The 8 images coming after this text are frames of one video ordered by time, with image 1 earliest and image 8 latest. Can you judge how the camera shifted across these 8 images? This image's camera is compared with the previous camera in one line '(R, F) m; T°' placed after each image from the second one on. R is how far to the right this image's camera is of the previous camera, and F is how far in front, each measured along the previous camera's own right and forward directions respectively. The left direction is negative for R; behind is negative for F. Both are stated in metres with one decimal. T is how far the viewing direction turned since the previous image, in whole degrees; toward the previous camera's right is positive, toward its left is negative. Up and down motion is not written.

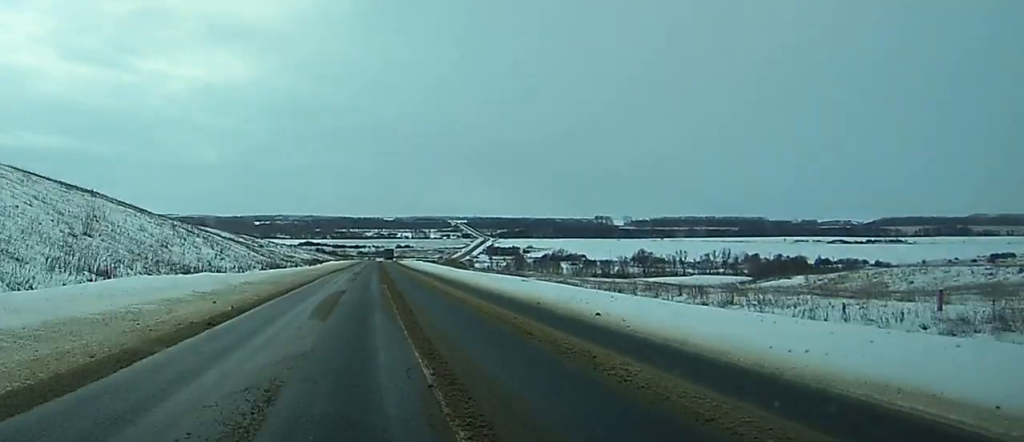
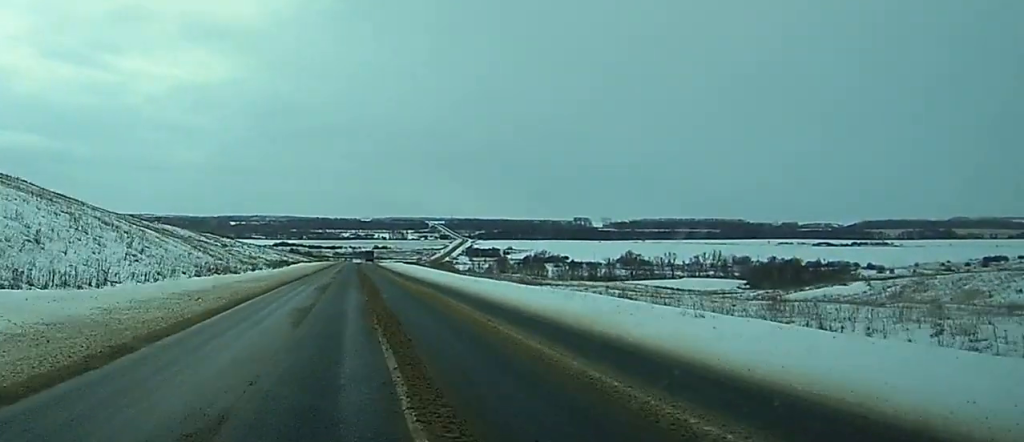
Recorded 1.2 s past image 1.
(+0.2, +22.1) m; +1°
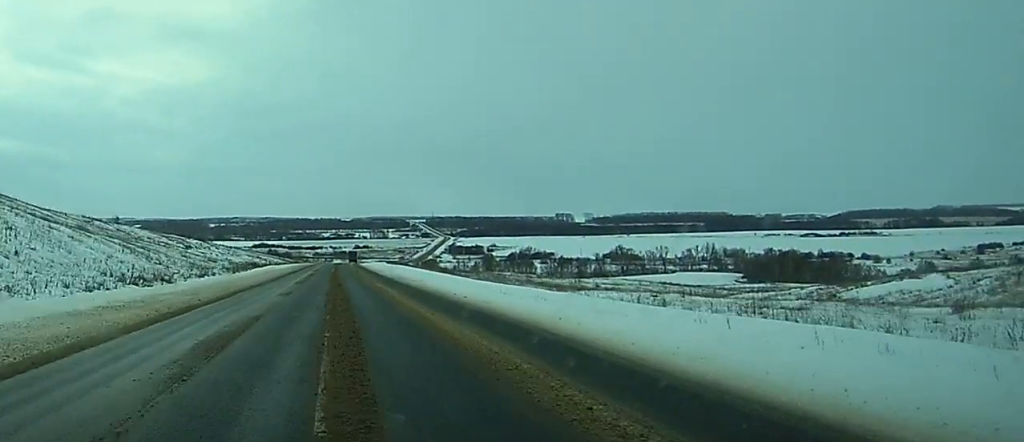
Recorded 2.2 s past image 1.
(+0.2, +19.6) m; +1°
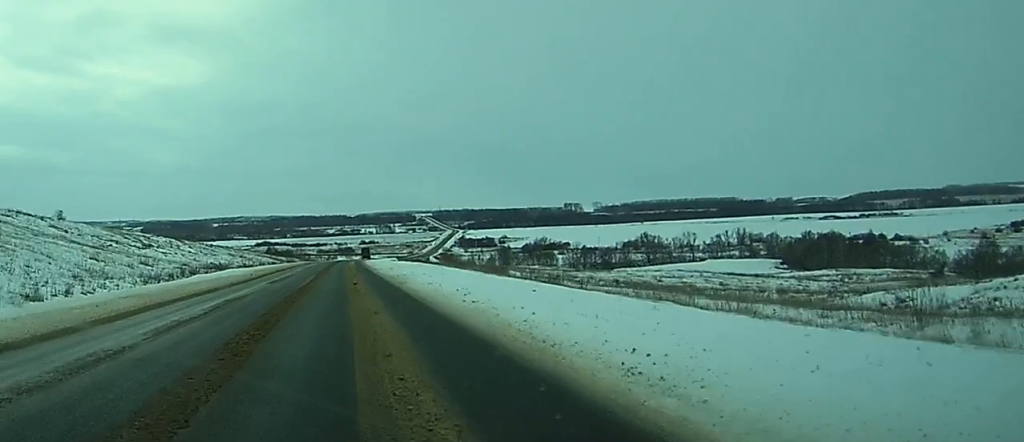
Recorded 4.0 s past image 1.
(+0.5, +37.6) m; +1°
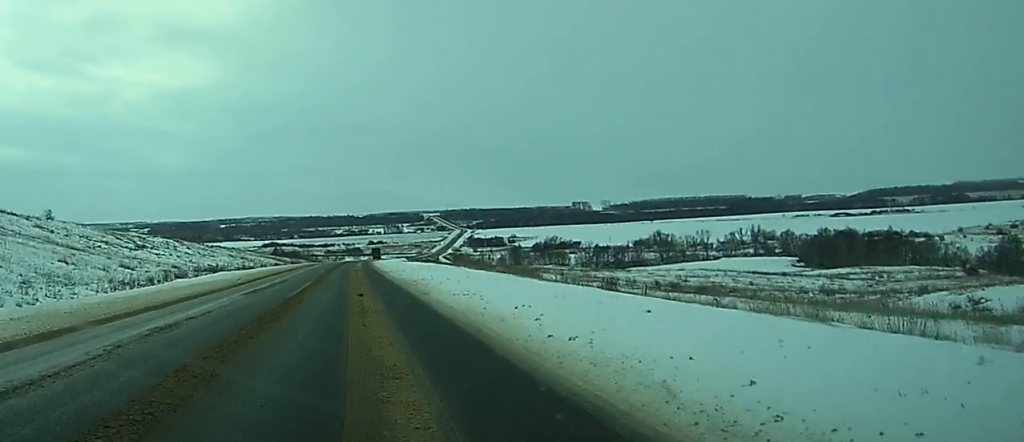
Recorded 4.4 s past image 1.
(0.0, +9.1) m; 0°
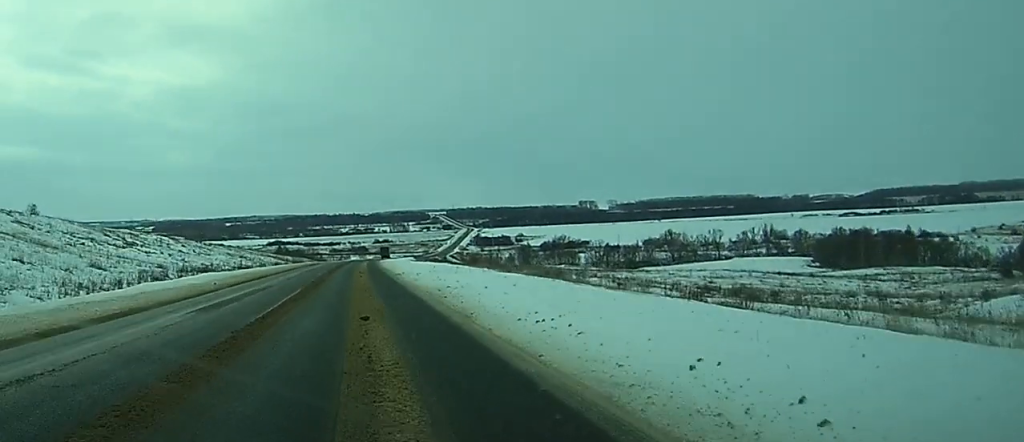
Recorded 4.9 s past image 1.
(0.0, +9.3) m; 0°
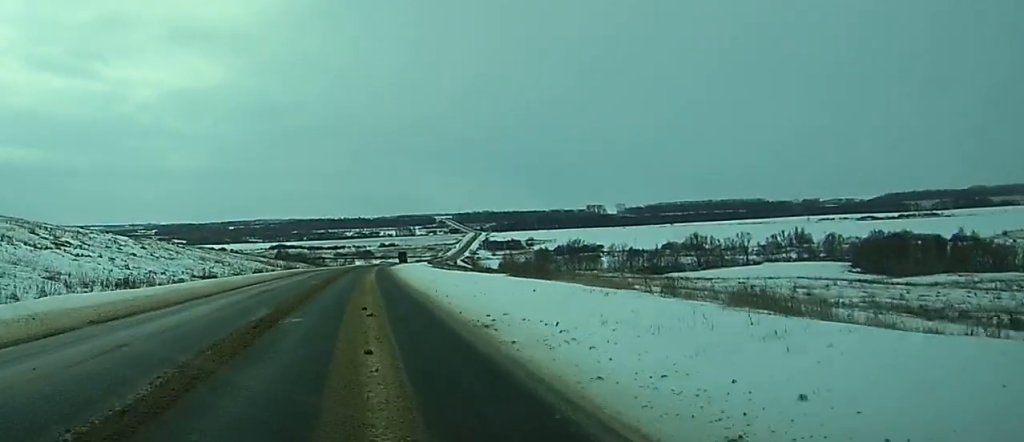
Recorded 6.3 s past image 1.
(-0.2, +30.7) m; -1°
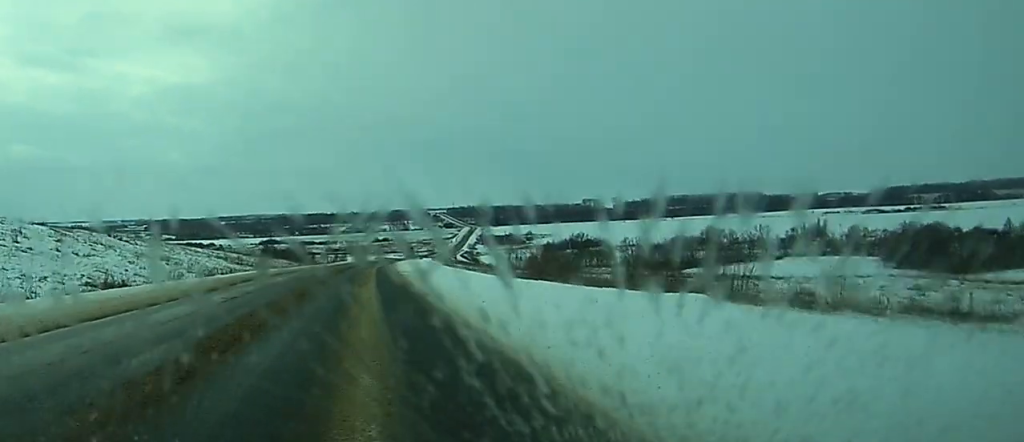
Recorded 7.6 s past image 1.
(-0.1, +31.1) m; 0°
